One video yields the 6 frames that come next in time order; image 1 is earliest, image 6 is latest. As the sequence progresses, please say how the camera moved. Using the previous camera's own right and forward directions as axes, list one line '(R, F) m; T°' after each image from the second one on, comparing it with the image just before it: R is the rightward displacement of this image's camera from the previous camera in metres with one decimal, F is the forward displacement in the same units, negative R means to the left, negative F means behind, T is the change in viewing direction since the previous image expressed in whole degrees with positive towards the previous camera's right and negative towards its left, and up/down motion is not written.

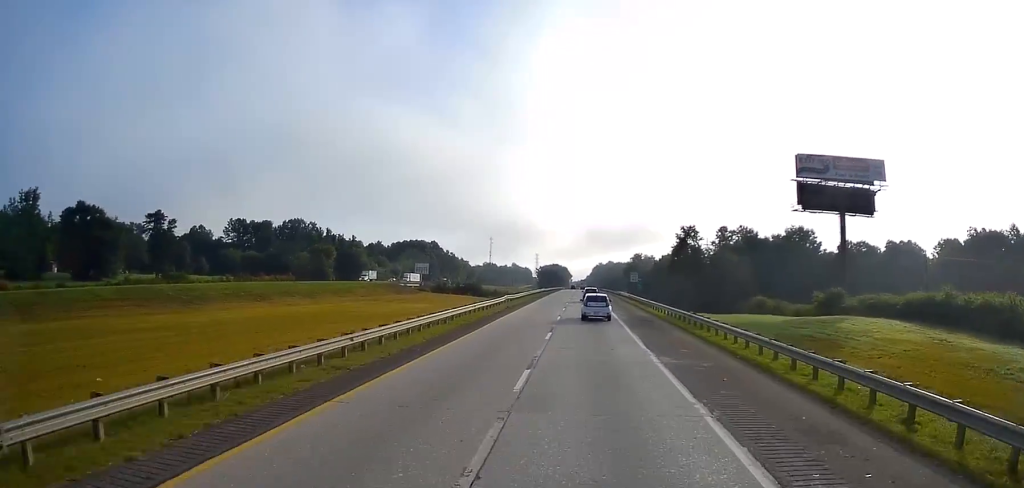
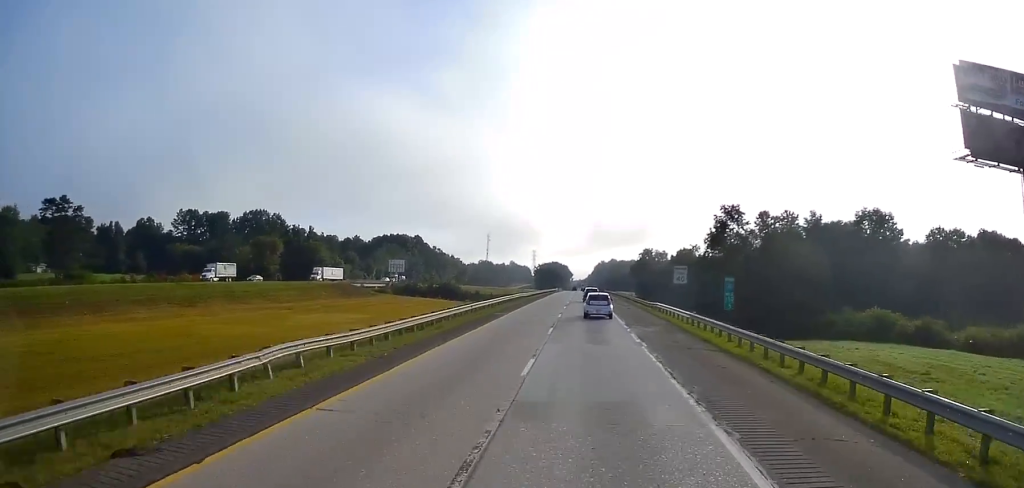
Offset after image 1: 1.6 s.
(-0.9, +46.5) m; -1°
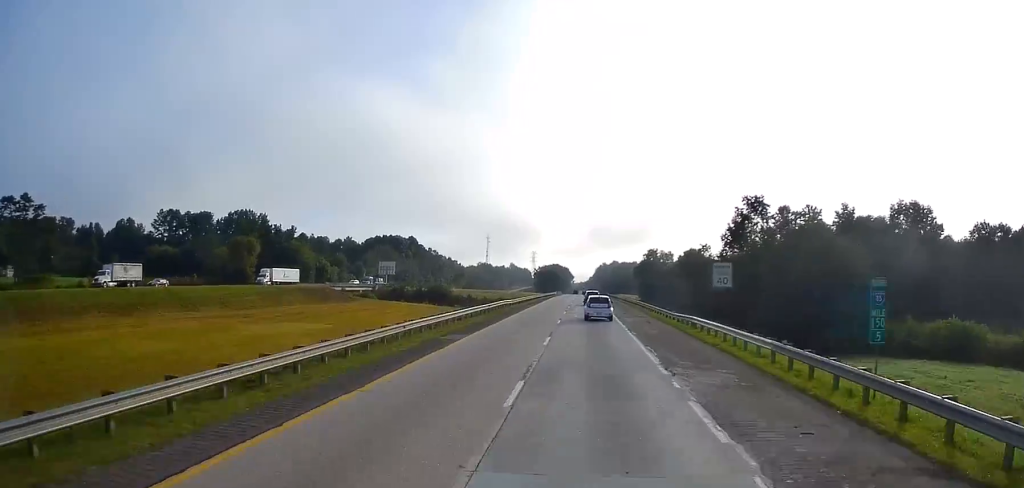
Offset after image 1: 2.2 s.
(+0.3, +15.8) m; +1°
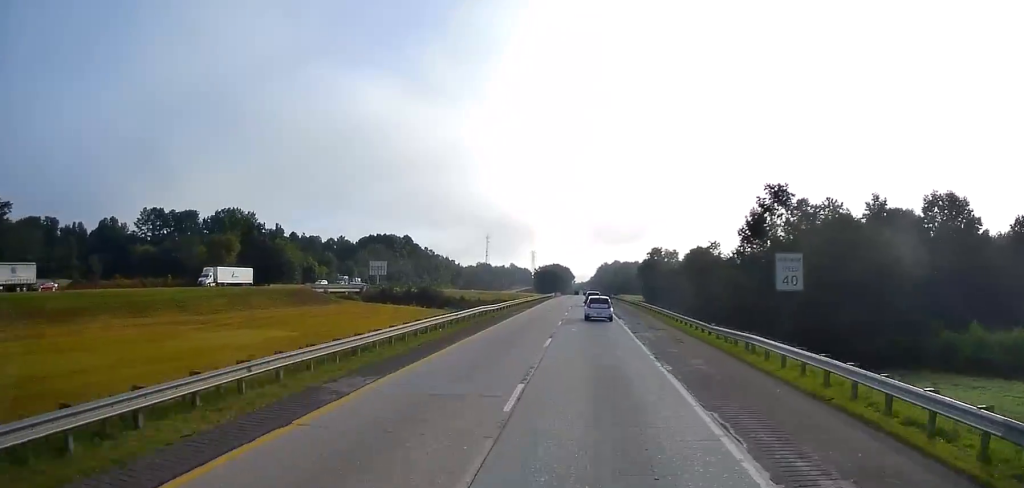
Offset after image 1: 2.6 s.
(0.0, +12.4) m; 0°
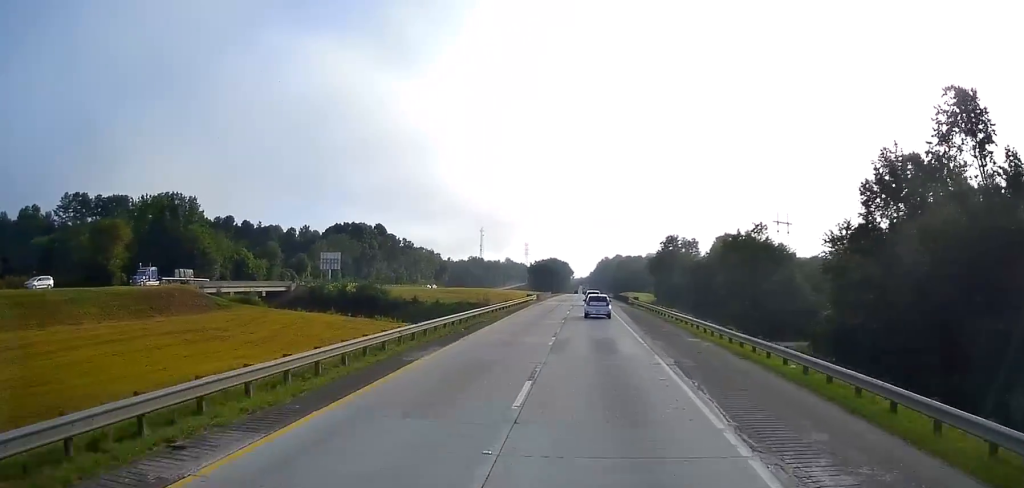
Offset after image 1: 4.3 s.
(-0.2, +48.6) m; 0°
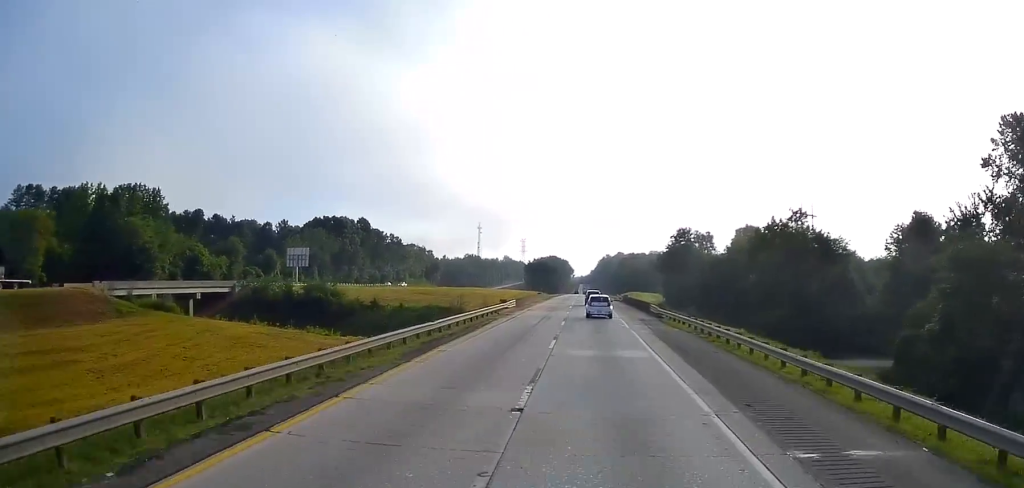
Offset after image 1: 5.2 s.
(+0.1, +25.0) m; -1°
